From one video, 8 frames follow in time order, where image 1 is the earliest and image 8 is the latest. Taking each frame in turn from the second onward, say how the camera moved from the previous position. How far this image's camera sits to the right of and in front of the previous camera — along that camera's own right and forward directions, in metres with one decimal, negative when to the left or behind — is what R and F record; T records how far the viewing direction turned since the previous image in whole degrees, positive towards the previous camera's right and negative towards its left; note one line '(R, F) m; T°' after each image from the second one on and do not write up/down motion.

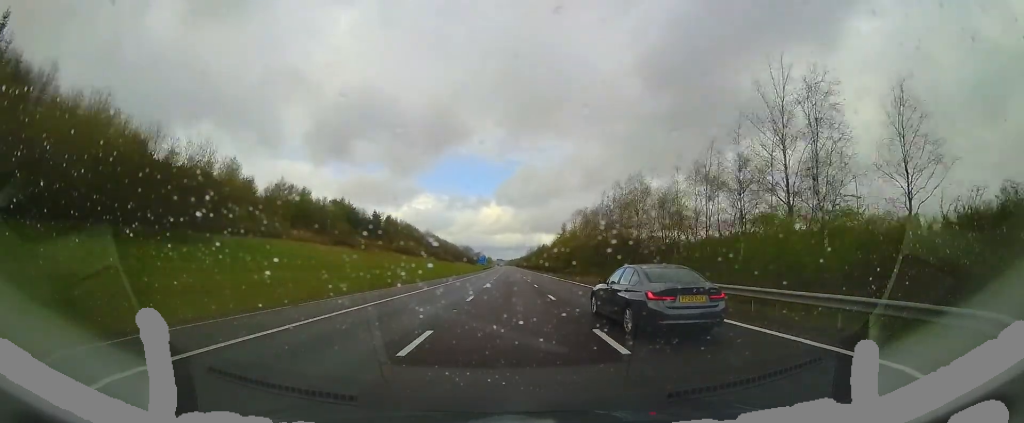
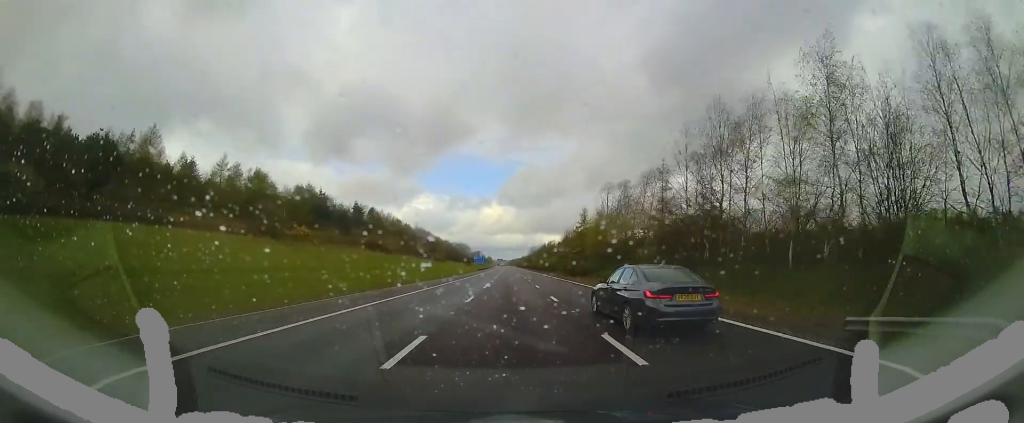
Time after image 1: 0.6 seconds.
(-0.4, +18.6) m; -1°
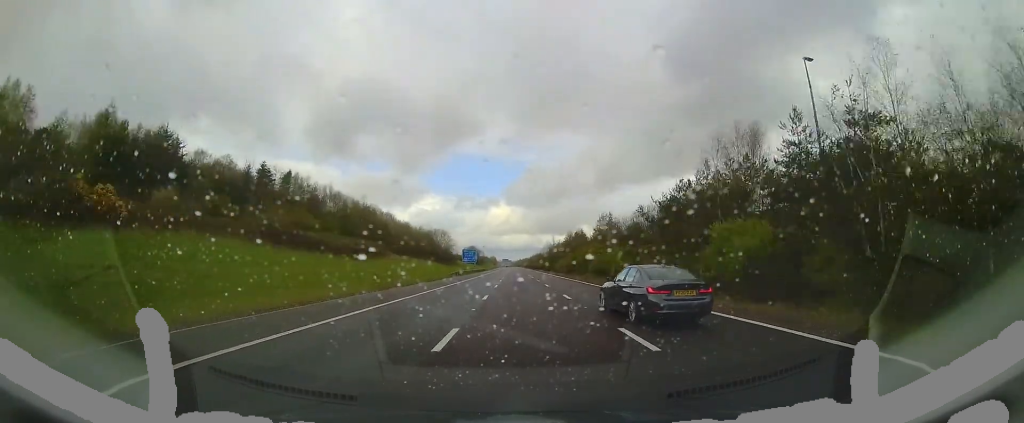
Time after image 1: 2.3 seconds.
(-0.8, +52.7) m; -1°
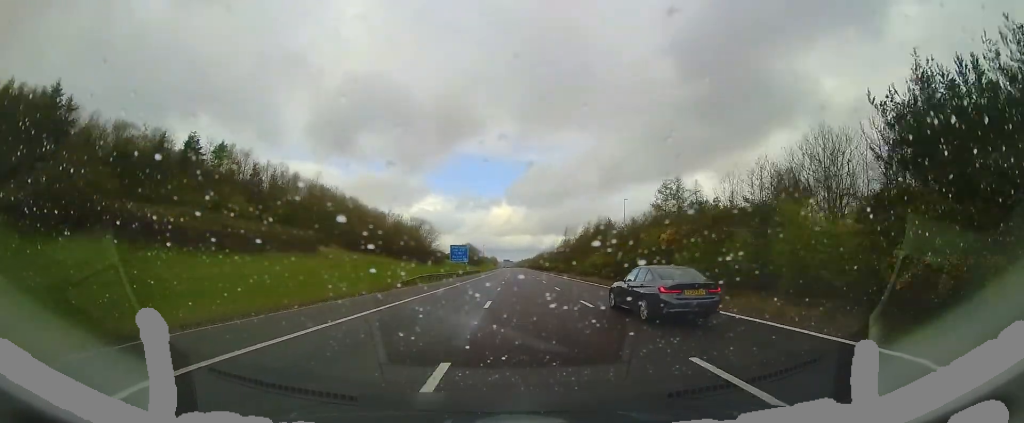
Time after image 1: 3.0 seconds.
(+0.2, +20.6) m; 0°
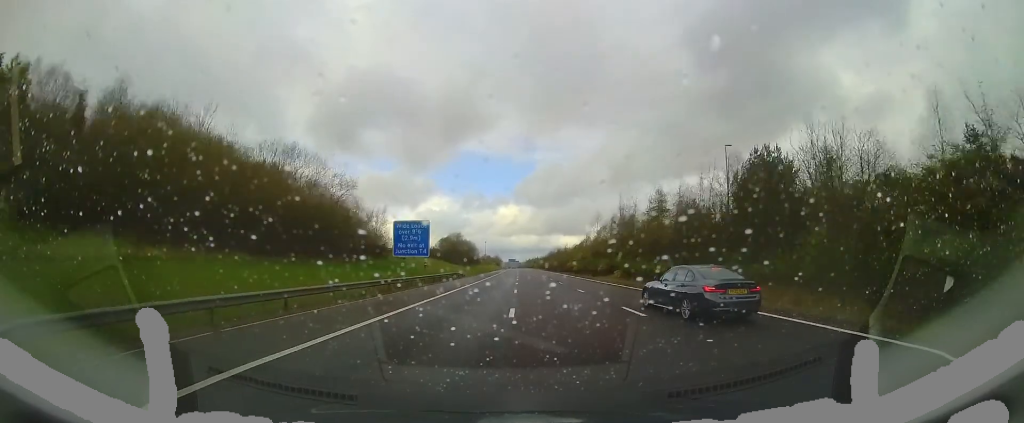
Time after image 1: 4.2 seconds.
(-0.4, +38.0) m; -1°
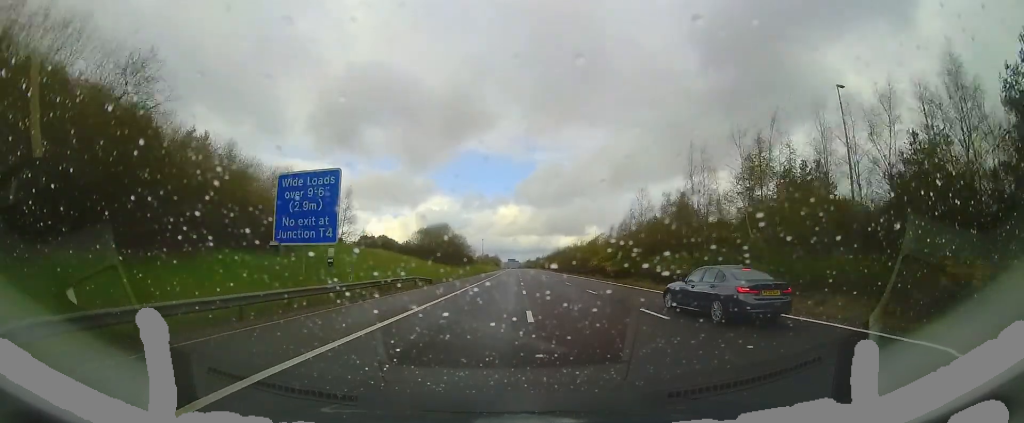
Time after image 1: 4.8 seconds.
(-0.2, +18.5) m; 0°
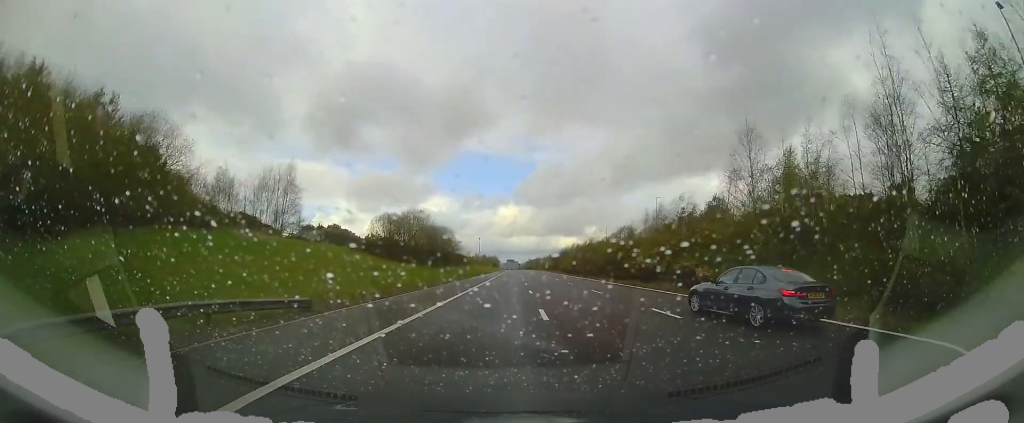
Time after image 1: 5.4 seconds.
(0.0, +17.3) m; 0°
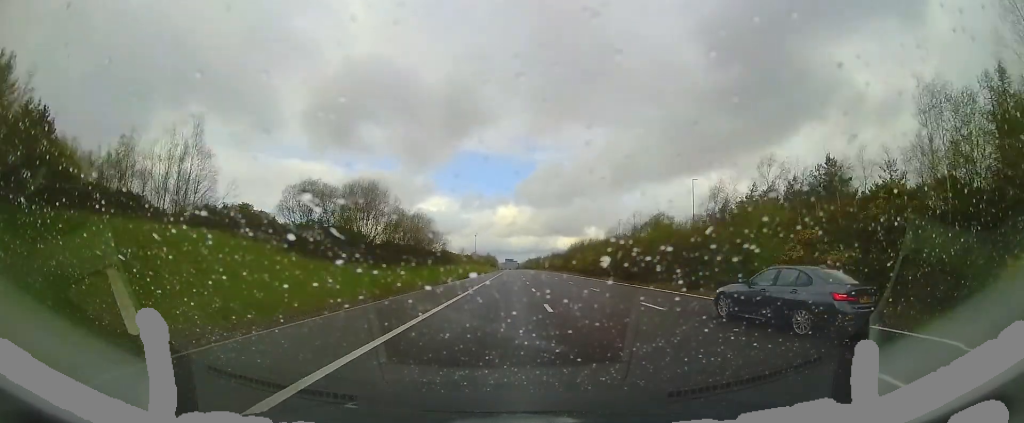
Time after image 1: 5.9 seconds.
(+0.1, +16.2) m; 0°
